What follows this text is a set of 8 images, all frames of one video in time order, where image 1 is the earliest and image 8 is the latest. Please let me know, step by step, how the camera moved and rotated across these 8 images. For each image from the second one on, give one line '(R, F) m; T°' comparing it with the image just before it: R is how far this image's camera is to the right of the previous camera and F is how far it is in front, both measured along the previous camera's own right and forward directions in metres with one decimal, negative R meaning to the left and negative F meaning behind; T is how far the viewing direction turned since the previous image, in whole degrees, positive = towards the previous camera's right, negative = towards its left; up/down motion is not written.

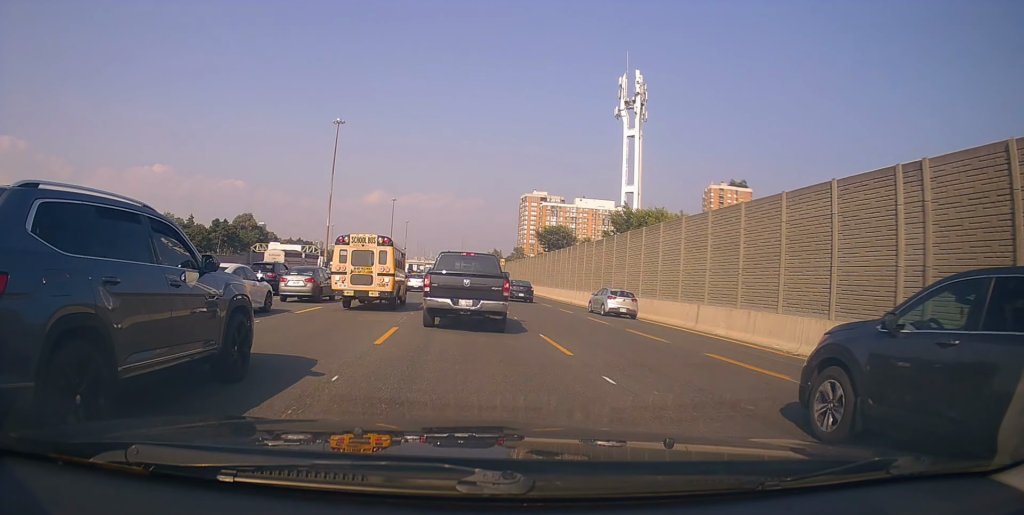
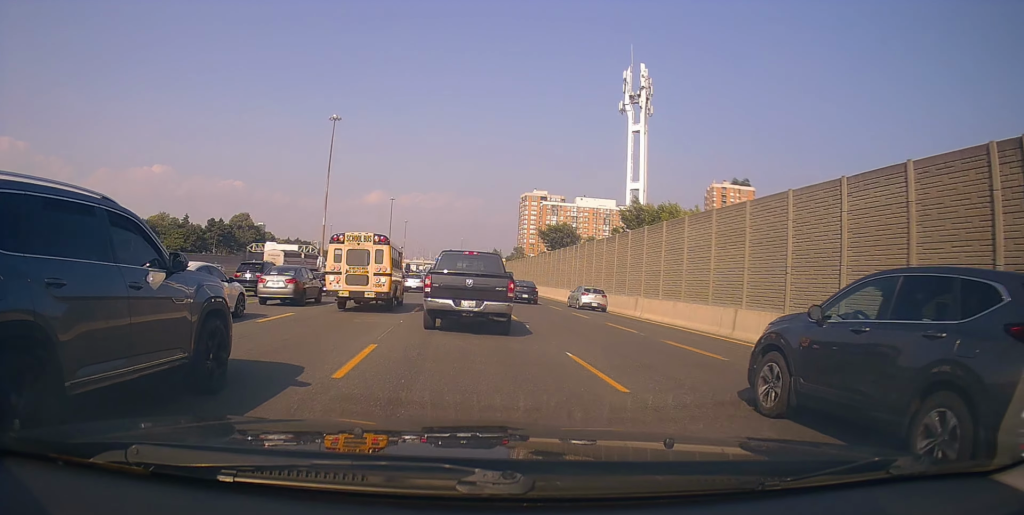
(-0.2, +3.5) m; +1°
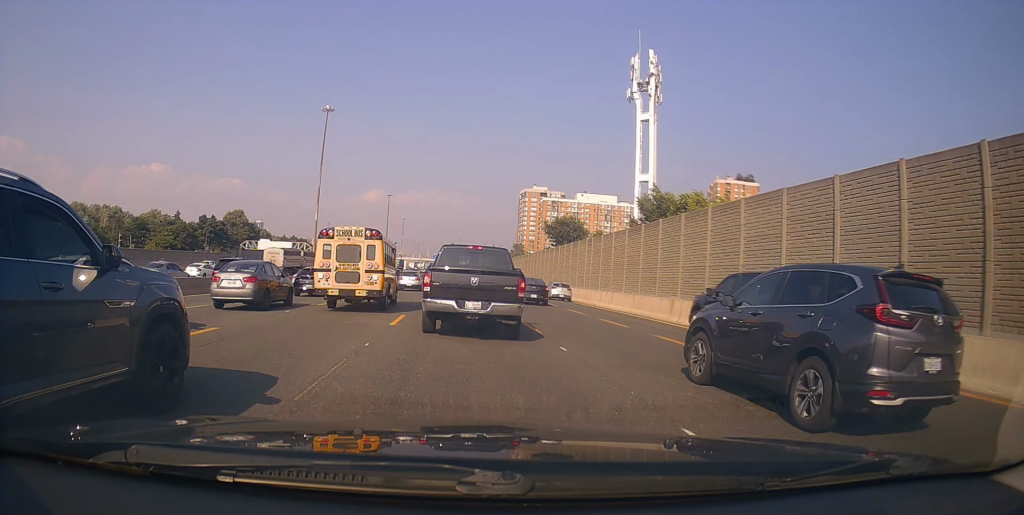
(+0.5, +6.0) m; +1°
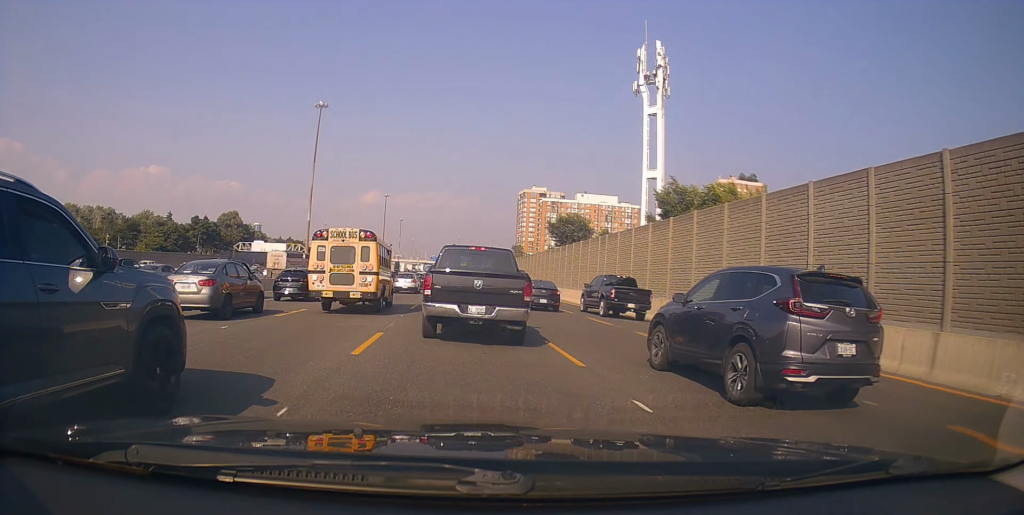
(-0.2, +5.6) m; -2°
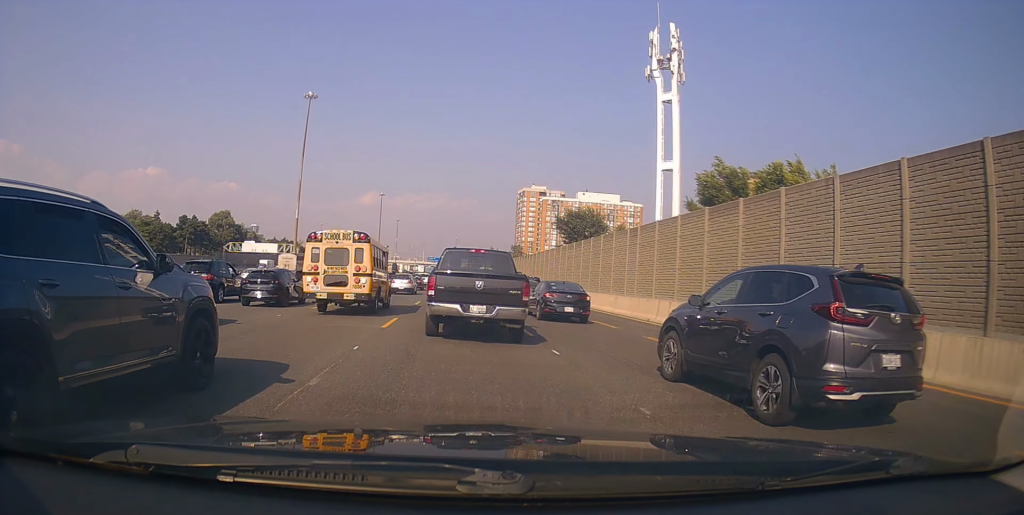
(0.0, +8.4) m; +2°
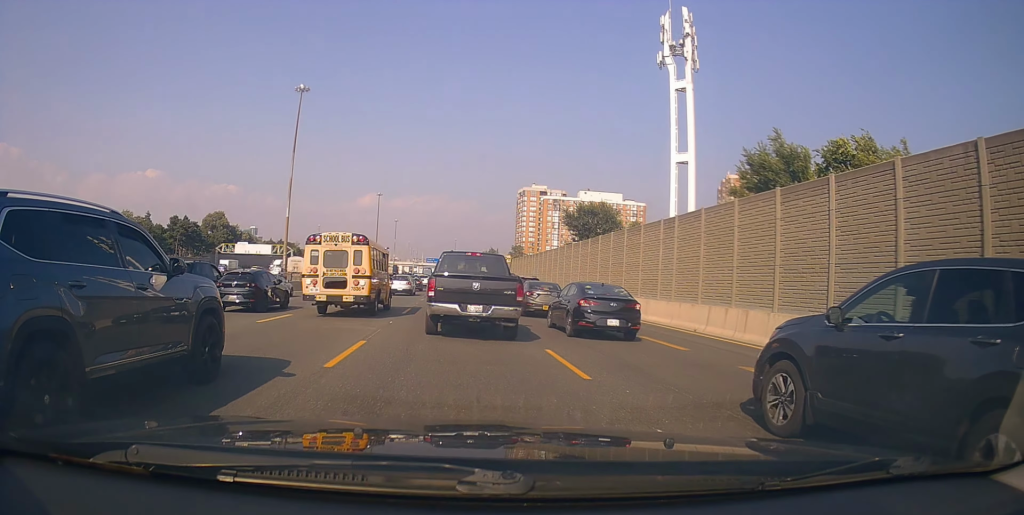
(+0.1, +5.7) m; -2°
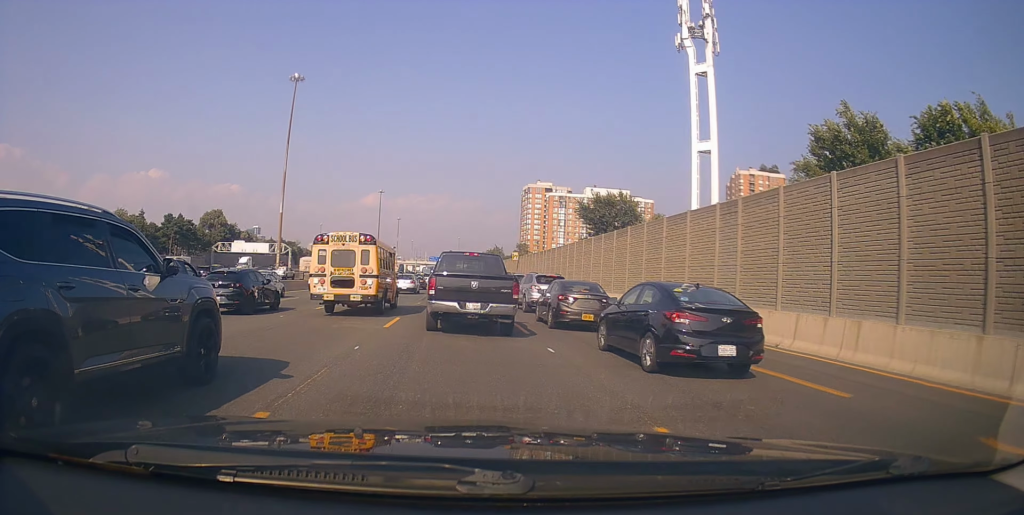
(-0.3, +5.8) m; 0°
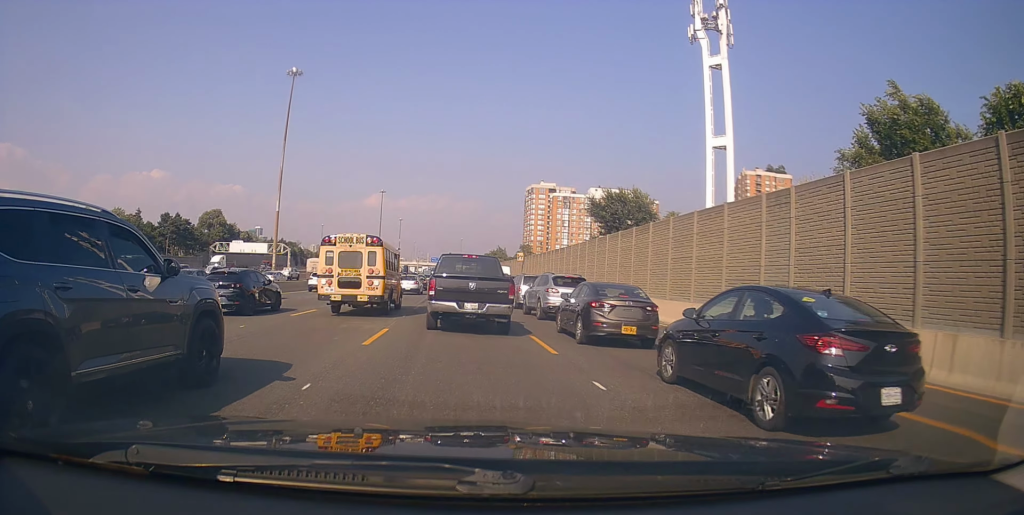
(+0.1, +3.4) m; +2°
